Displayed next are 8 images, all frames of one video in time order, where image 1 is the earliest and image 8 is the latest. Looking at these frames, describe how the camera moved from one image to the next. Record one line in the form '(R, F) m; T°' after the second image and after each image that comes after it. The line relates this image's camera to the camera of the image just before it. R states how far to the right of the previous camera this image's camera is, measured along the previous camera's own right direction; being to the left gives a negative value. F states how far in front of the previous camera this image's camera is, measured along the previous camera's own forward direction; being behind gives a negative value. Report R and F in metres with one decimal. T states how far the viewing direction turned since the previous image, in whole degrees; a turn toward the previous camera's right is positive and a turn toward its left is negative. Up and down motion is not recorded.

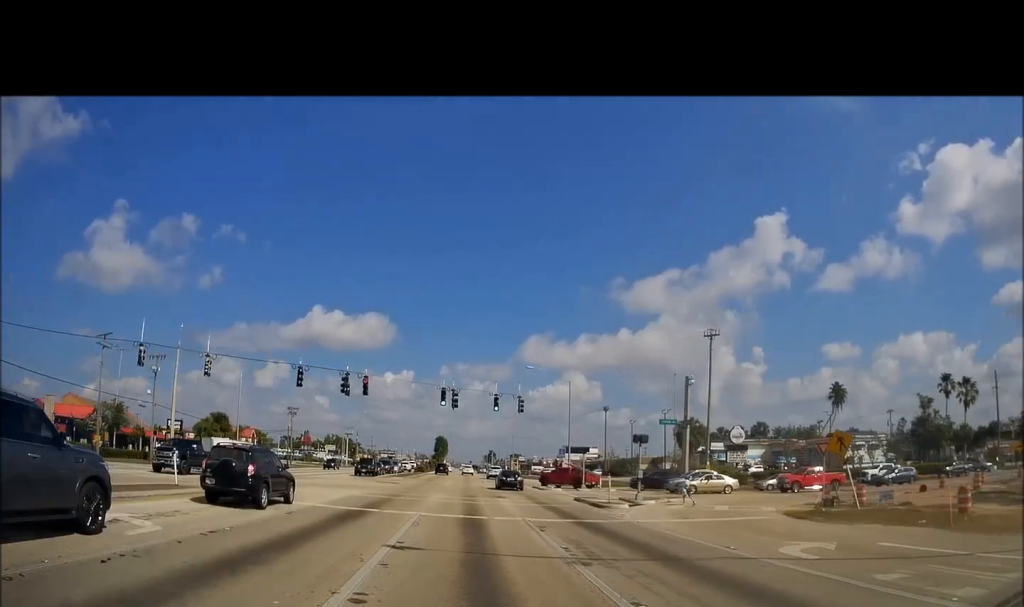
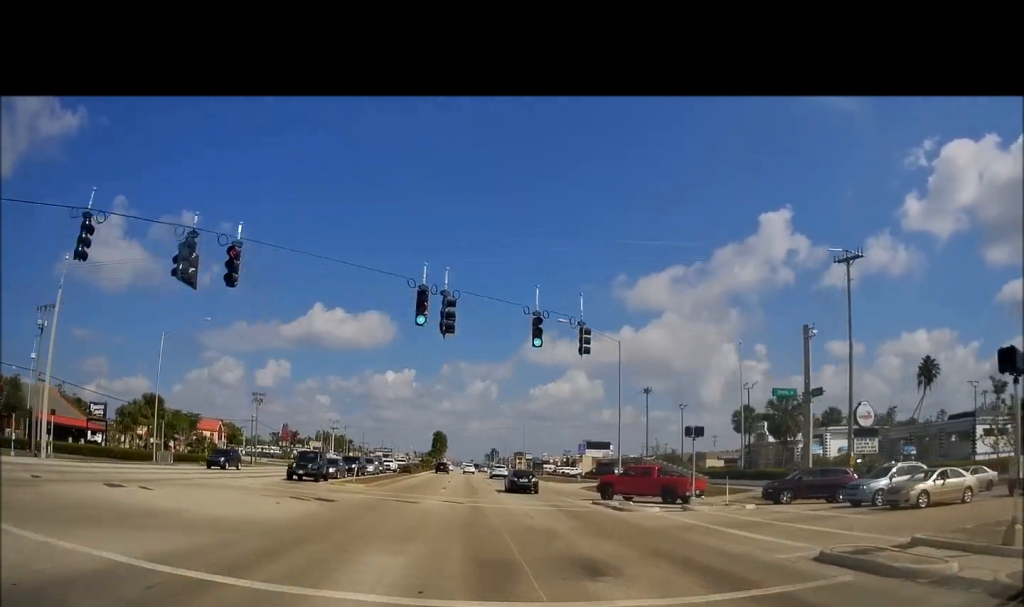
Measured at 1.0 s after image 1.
(0.0, +23.0) m; 0°
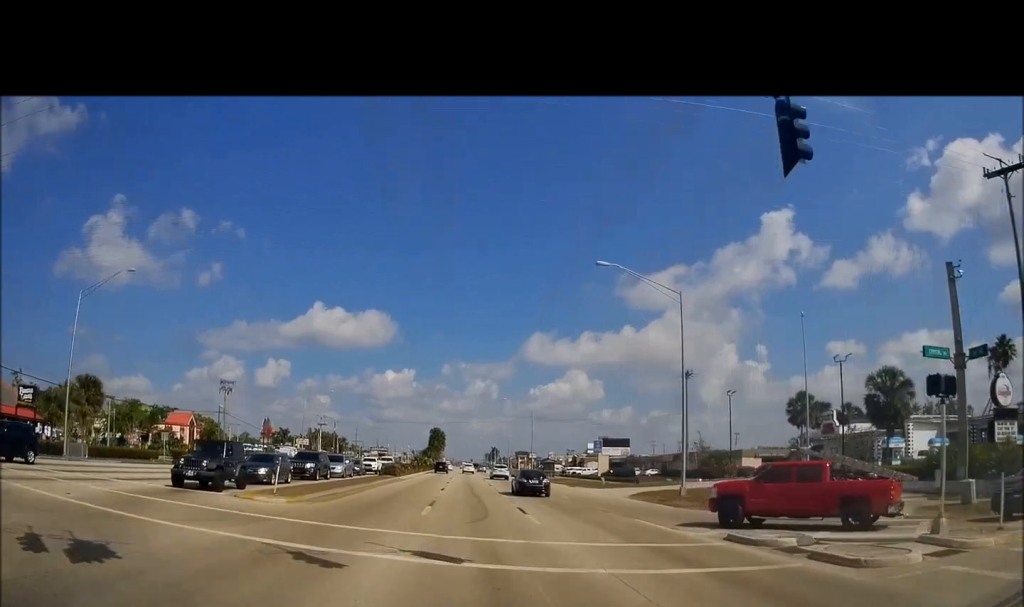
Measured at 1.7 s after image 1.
(-0.2, +14.9) m; 0°
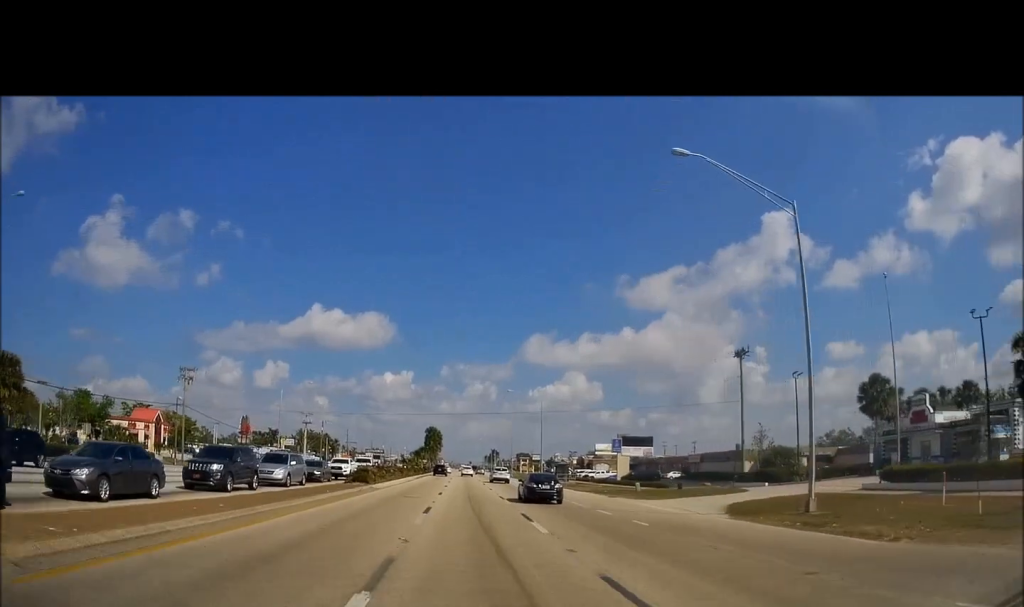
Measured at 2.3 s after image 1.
(+0.1, +14.2) m; 0°
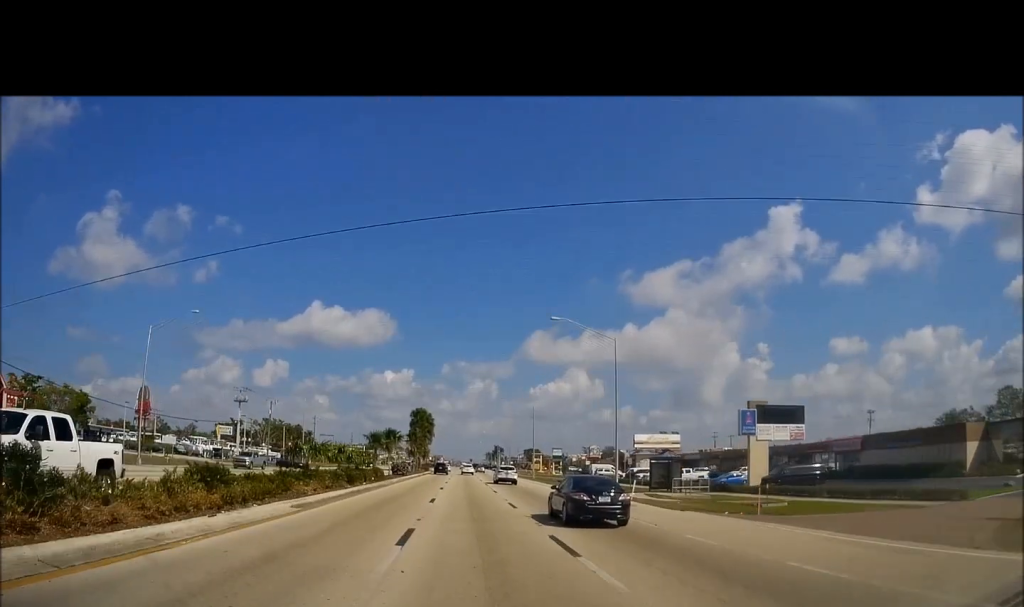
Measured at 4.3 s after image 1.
(-0.3, +45.2) m; 0°
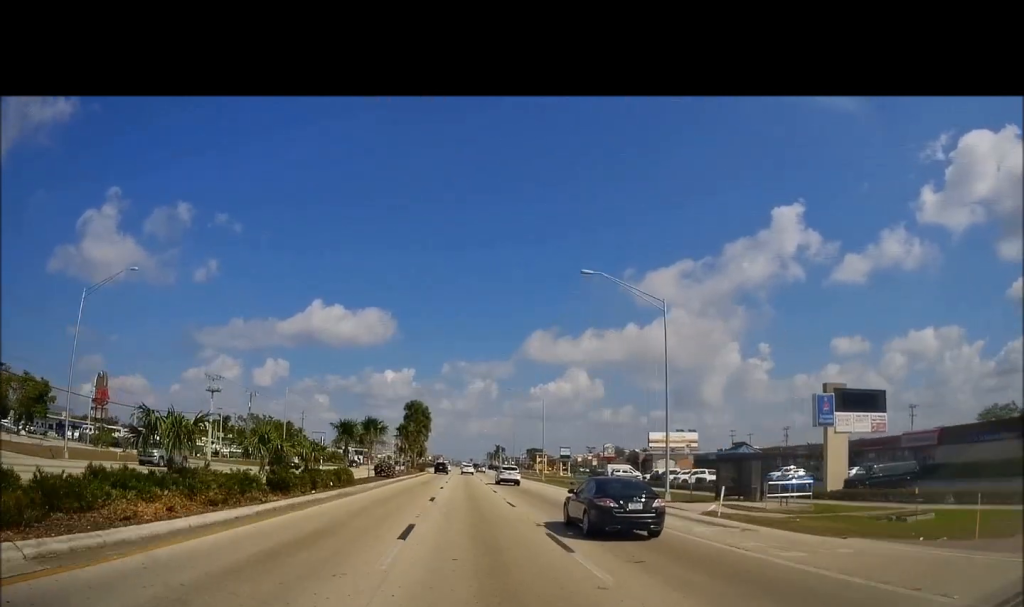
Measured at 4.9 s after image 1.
(+0.1, +12.1) m; +1°
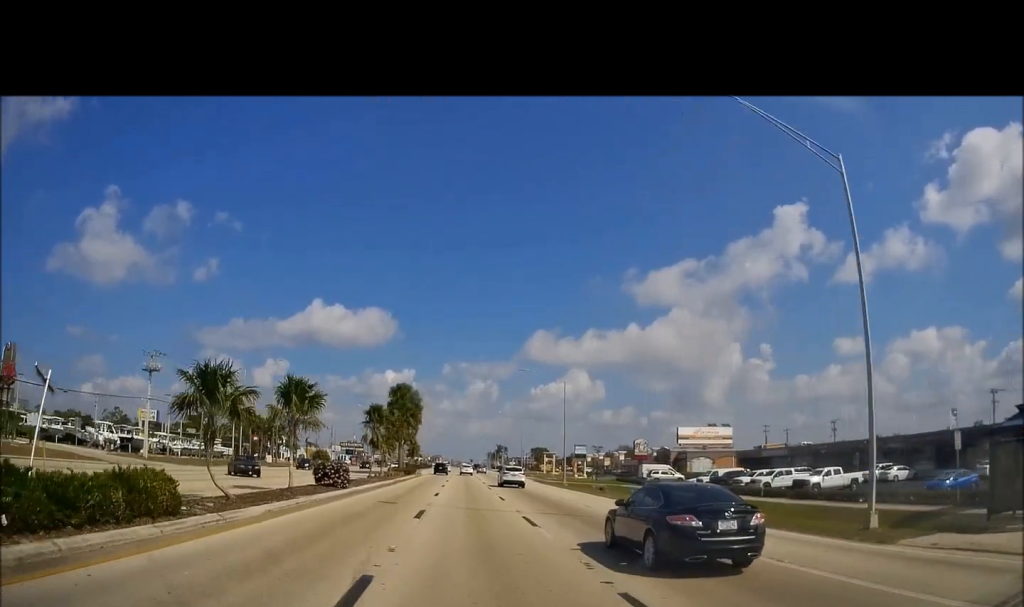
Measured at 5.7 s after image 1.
(+0.3, +19.7) m; 0°
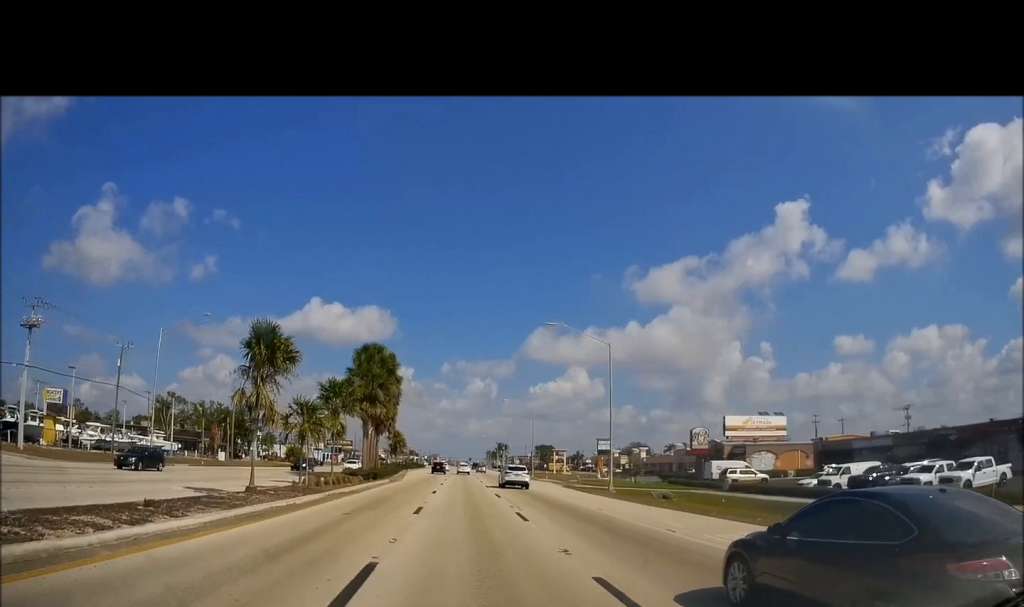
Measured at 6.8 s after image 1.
(-0.1, +23.7) m; -1°
